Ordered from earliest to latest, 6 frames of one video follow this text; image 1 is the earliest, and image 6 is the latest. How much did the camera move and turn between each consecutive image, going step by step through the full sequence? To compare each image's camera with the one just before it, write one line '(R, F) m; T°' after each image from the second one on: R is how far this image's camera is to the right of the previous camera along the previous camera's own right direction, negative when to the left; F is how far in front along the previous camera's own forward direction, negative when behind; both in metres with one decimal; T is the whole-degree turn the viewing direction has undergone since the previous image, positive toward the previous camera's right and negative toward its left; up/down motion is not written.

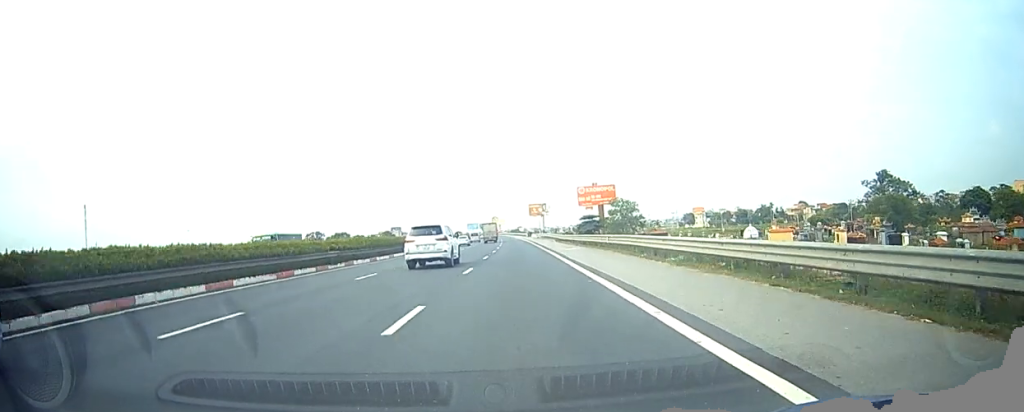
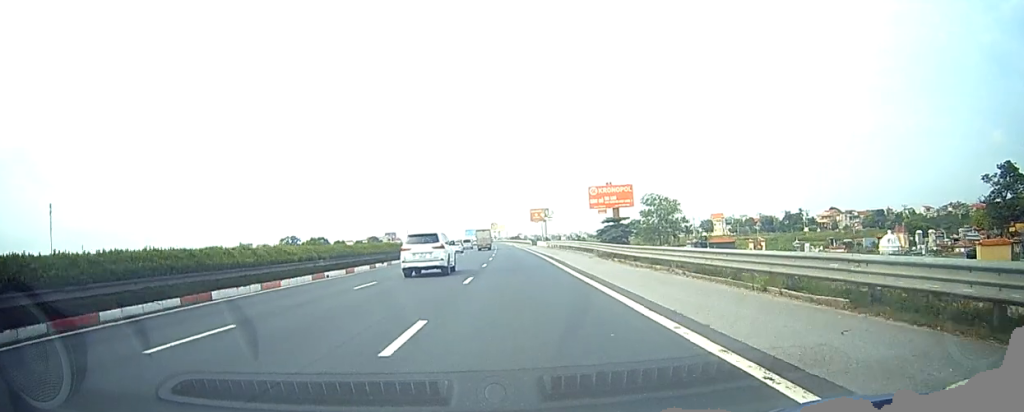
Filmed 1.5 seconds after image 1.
(0.0, +36.7) m; 0°
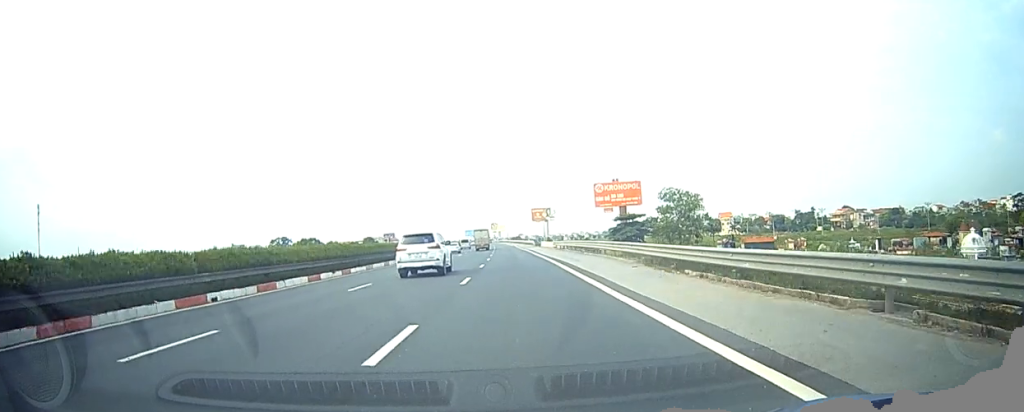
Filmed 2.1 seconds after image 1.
(0.0, +13.3) m; 0°
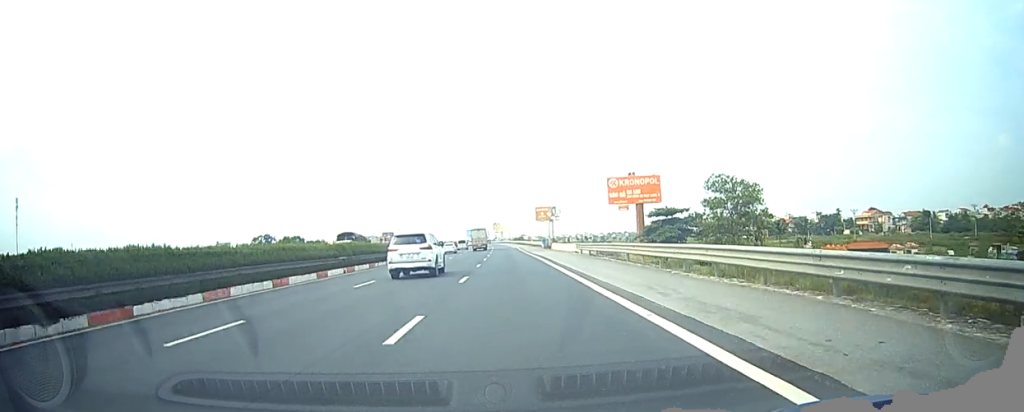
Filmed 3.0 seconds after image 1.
(0.0, +21.6) m; 0°
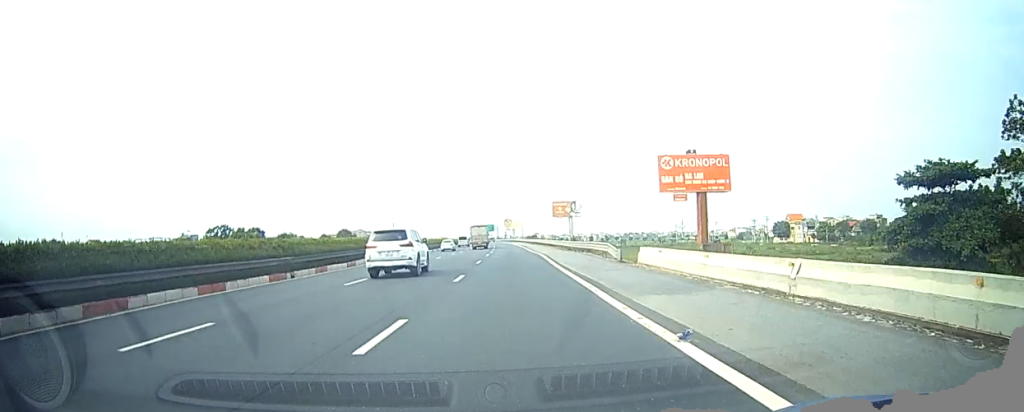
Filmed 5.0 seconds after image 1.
(-0.6, +43.7) m; -1°
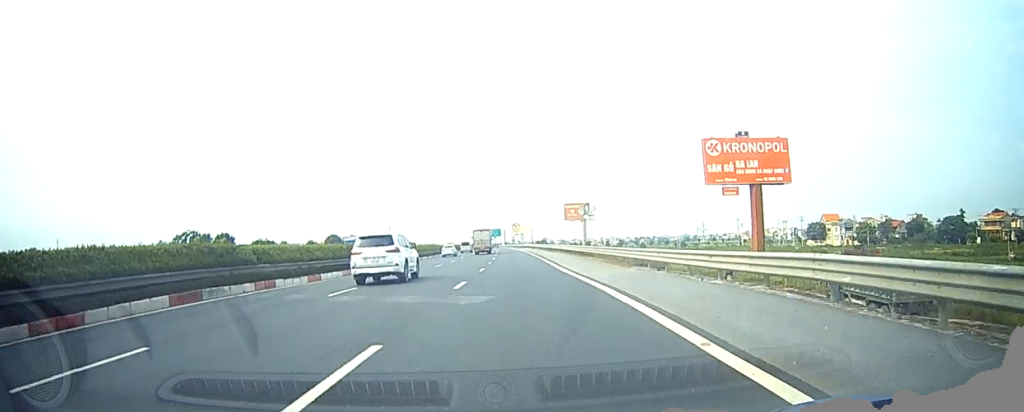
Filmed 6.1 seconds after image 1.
(+0.1, +25.1) m; +1°
